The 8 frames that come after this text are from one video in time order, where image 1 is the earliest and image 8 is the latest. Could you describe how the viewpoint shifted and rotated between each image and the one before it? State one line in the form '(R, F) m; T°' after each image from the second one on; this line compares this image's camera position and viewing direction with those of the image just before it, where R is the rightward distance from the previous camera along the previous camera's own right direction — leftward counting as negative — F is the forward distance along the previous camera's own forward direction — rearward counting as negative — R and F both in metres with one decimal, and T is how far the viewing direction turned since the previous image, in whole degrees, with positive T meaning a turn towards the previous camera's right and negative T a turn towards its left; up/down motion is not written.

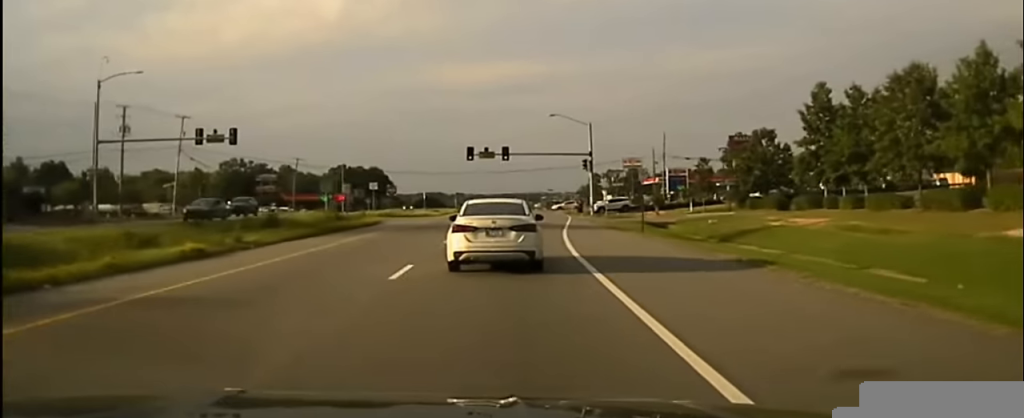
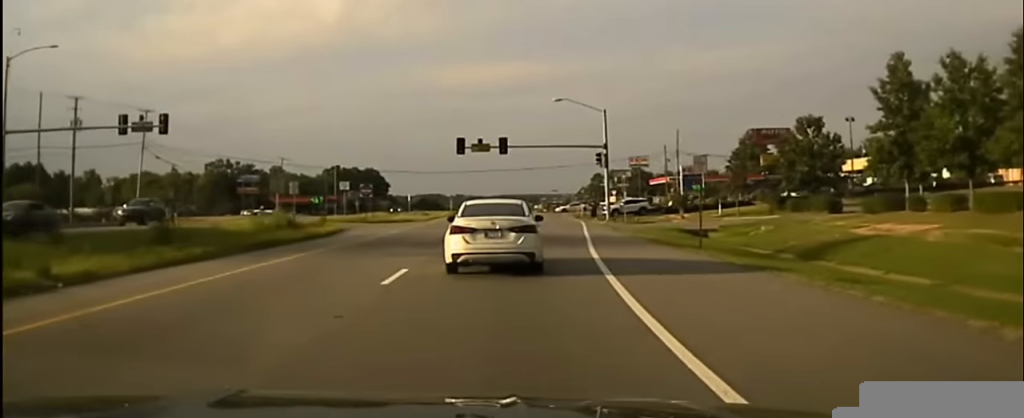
(+0.1, +13.2) m; 0°
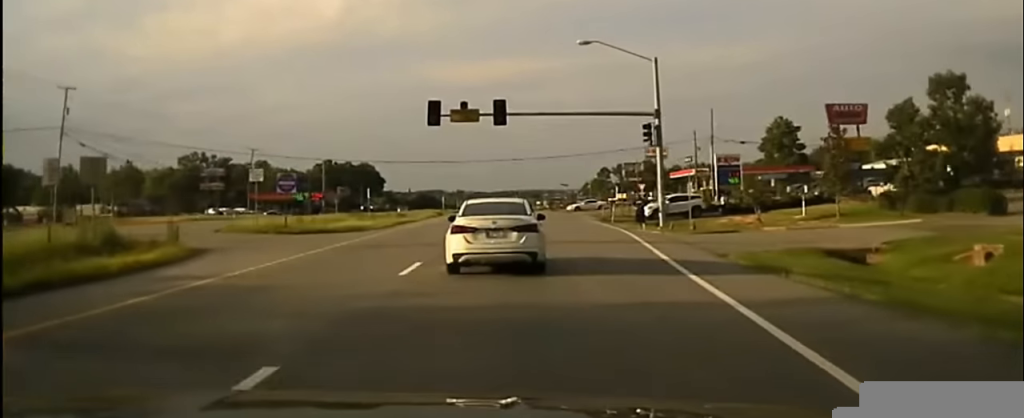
(+0.1, +23.6) m; 0°
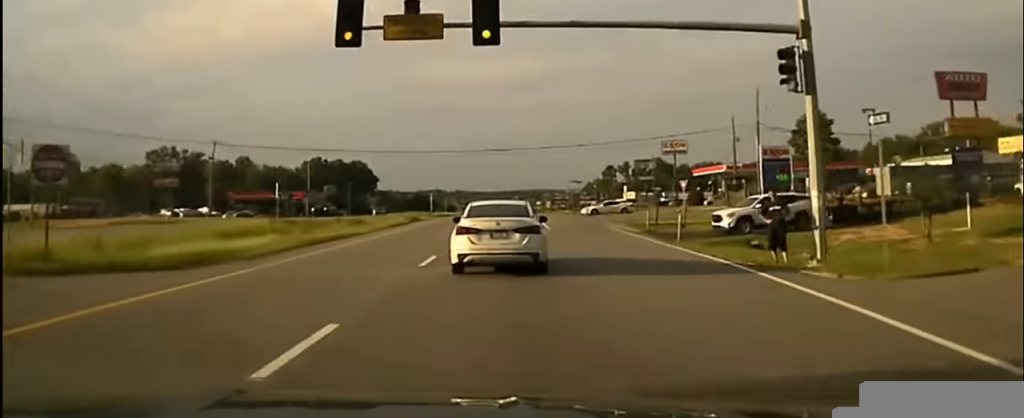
(0.0, +22.4) m; 0°
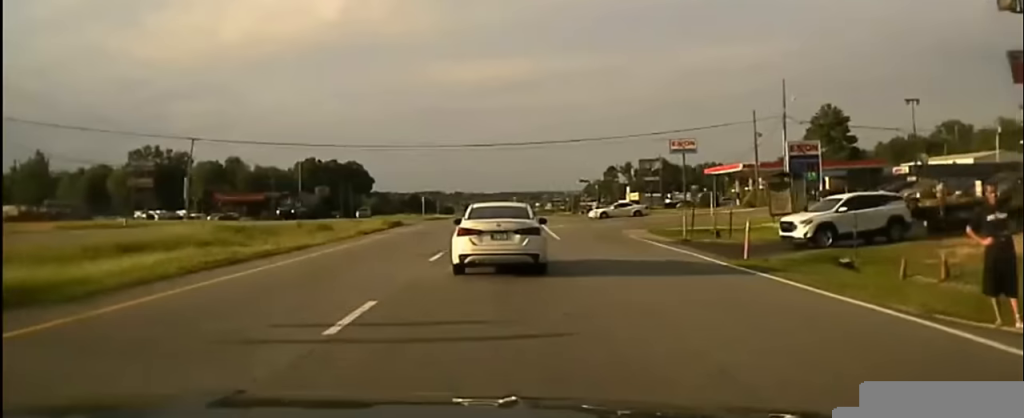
(+0.1, +10.2) m; 0°
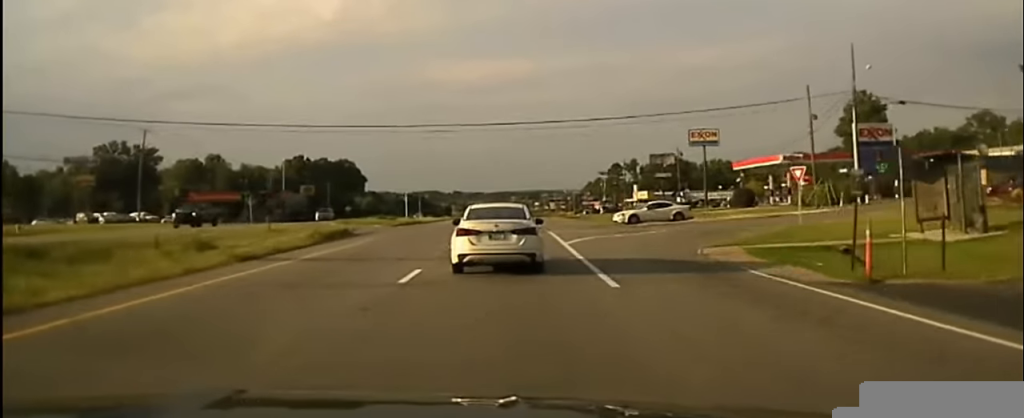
(-0.2, +17.8) m; 0°
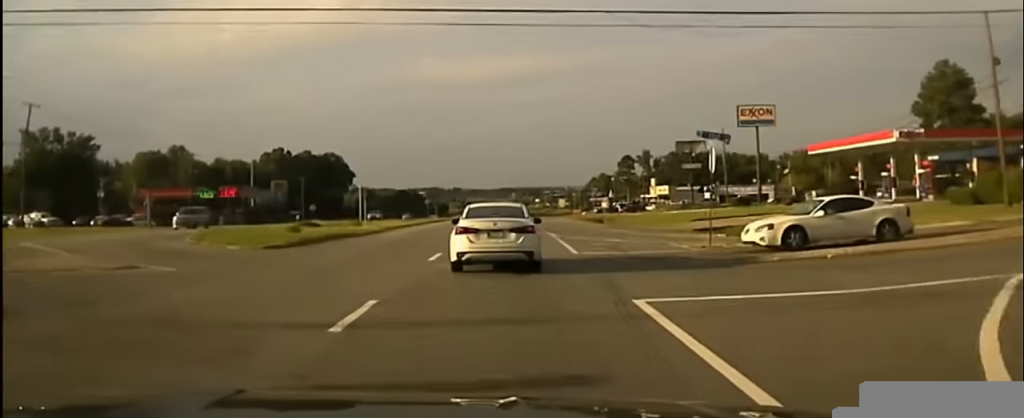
(0.0, +29.5) m; +1°
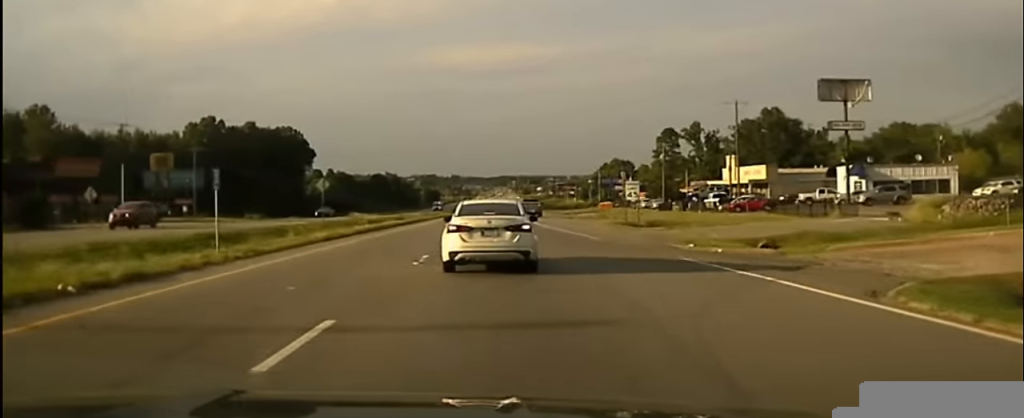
(-0.2, +74.3) m; -1°
